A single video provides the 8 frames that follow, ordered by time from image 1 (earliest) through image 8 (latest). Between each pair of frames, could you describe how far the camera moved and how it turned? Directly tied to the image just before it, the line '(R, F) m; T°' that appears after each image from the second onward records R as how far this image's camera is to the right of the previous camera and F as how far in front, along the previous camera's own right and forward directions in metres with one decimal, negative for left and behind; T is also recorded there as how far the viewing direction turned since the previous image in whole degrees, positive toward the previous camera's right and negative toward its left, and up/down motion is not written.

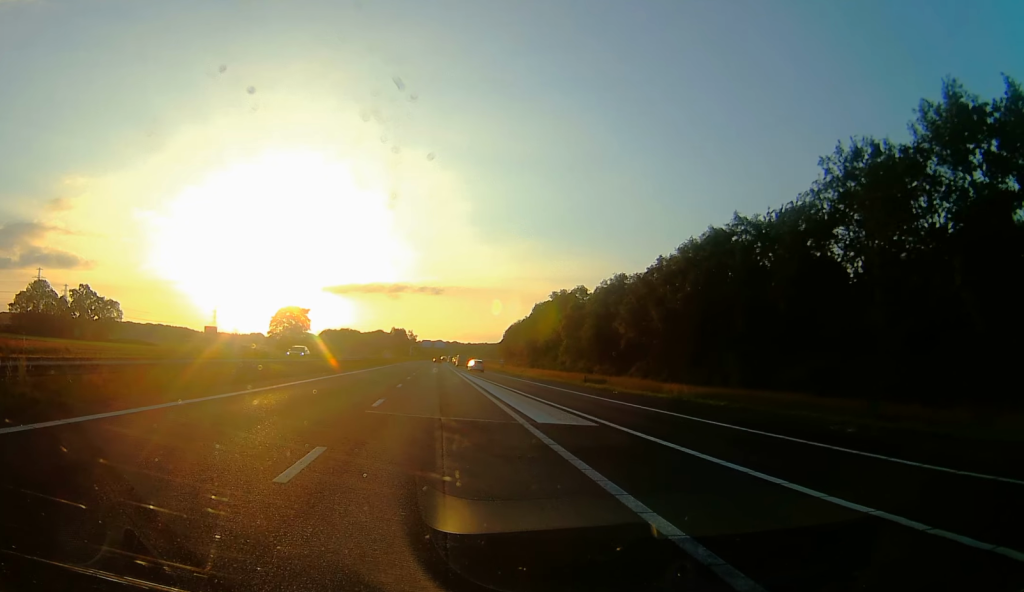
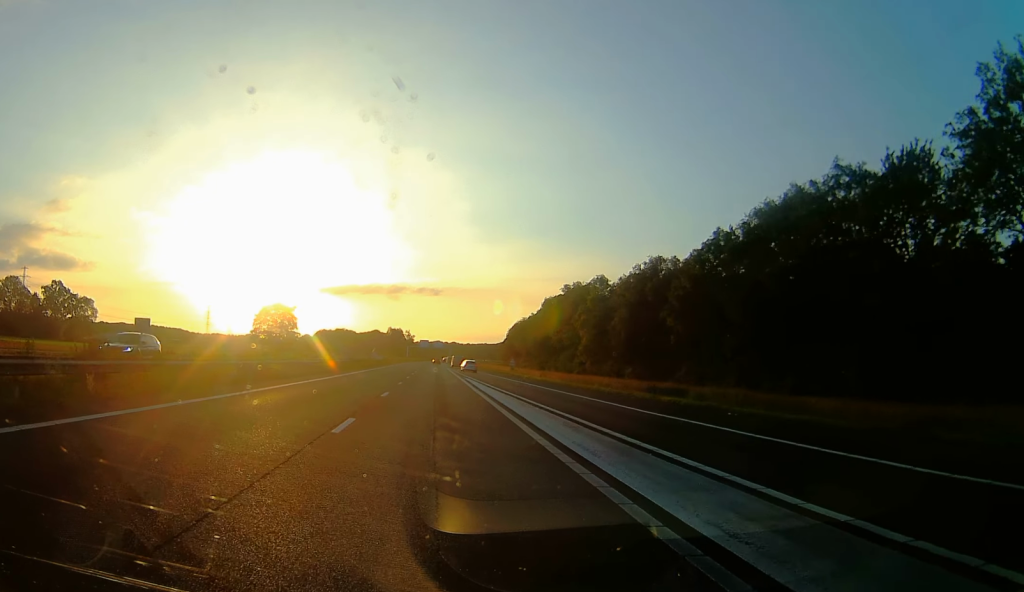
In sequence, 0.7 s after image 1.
(+0.1, +18.8) m; 0°
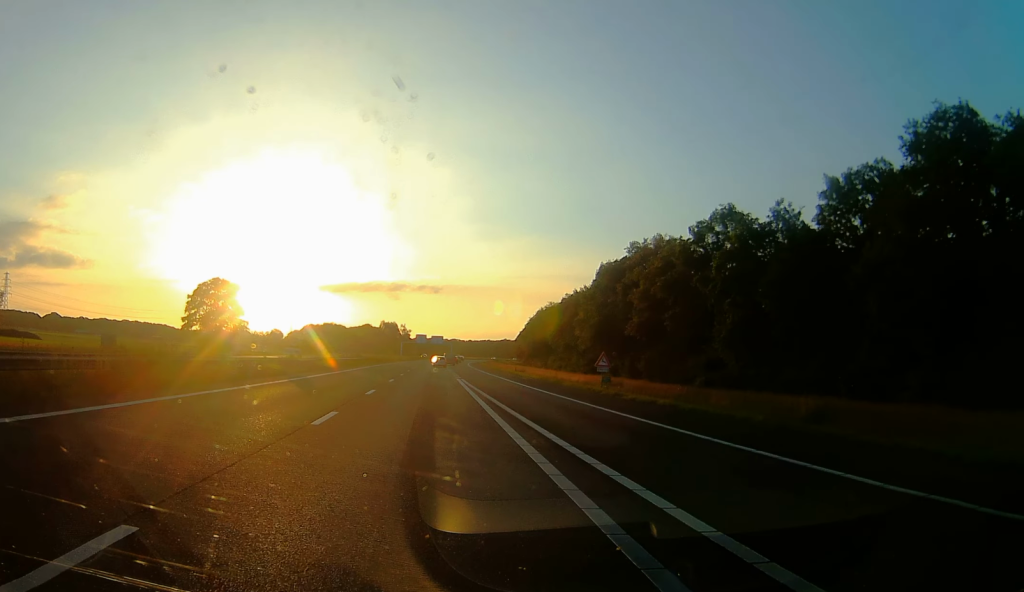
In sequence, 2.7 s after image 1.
(-1.7, +56.3) m; -1°
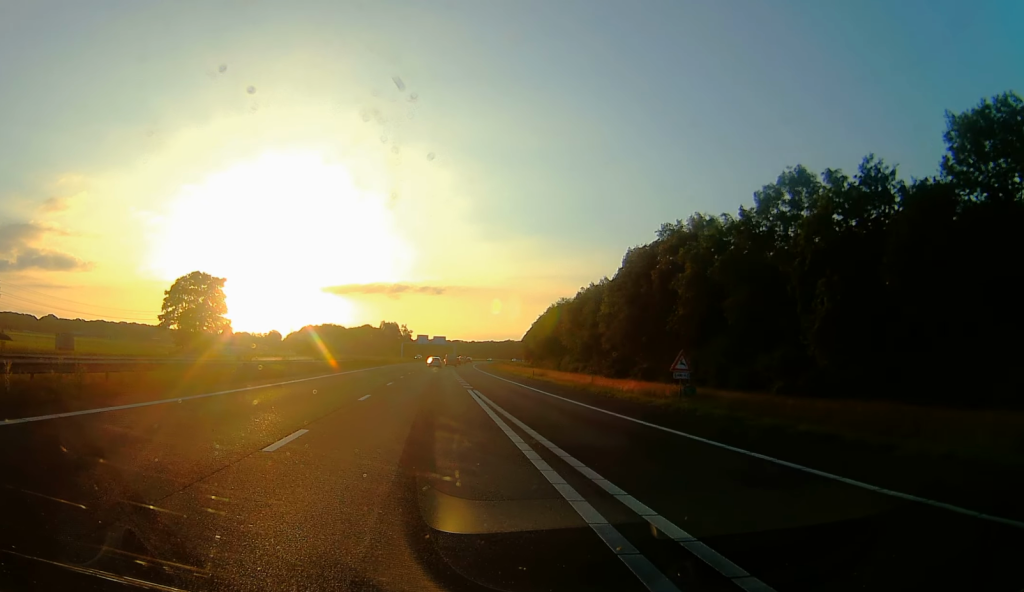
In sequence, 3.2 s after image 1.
(+0.3, +14.4) m; 0°
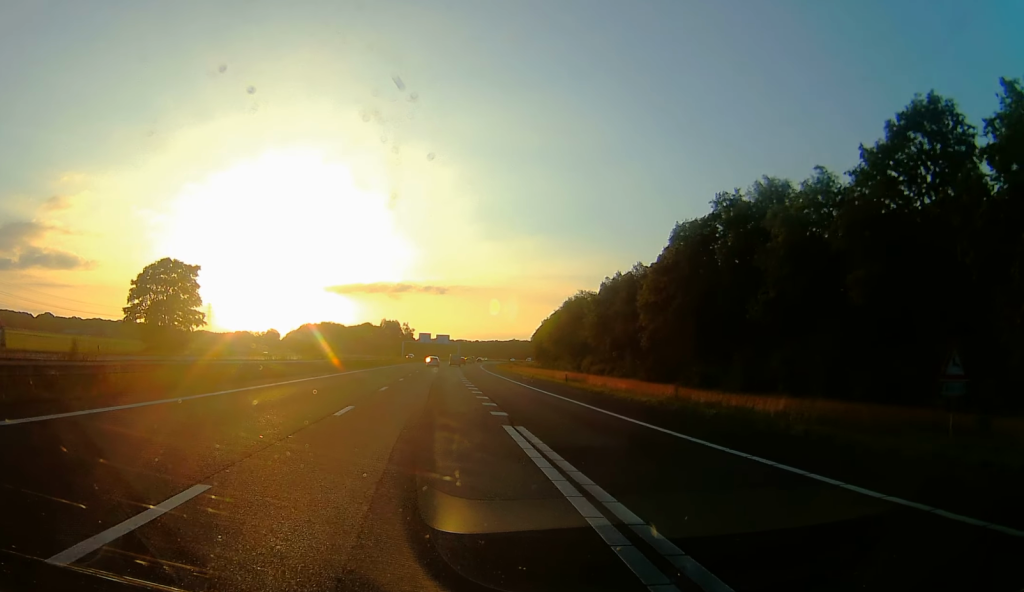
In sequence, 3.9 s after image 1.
(+1.1, +17.7) m; 0°
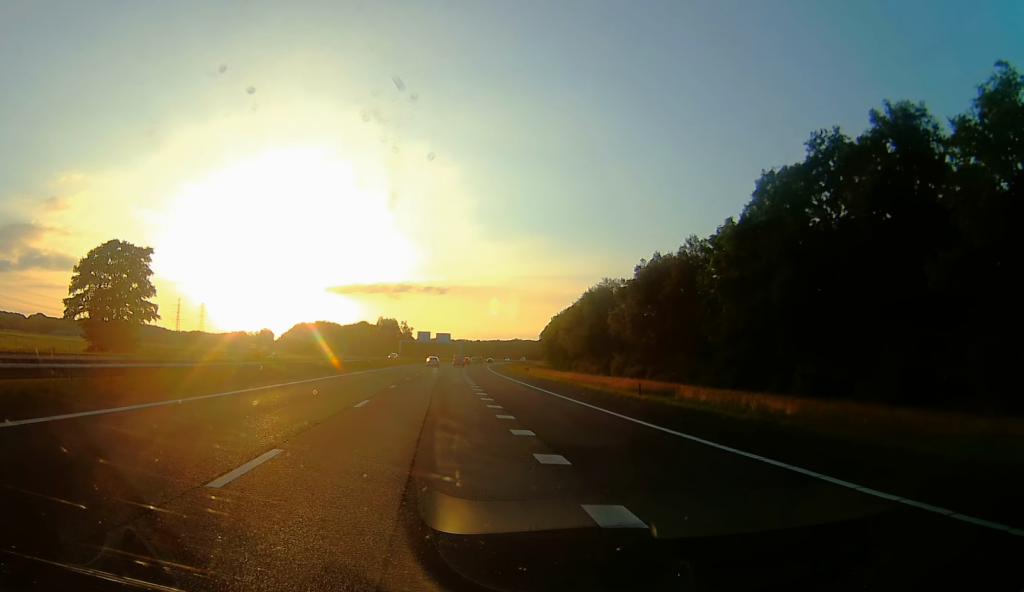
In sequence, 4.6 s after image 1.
(-1.1, +20.9) m; -2°
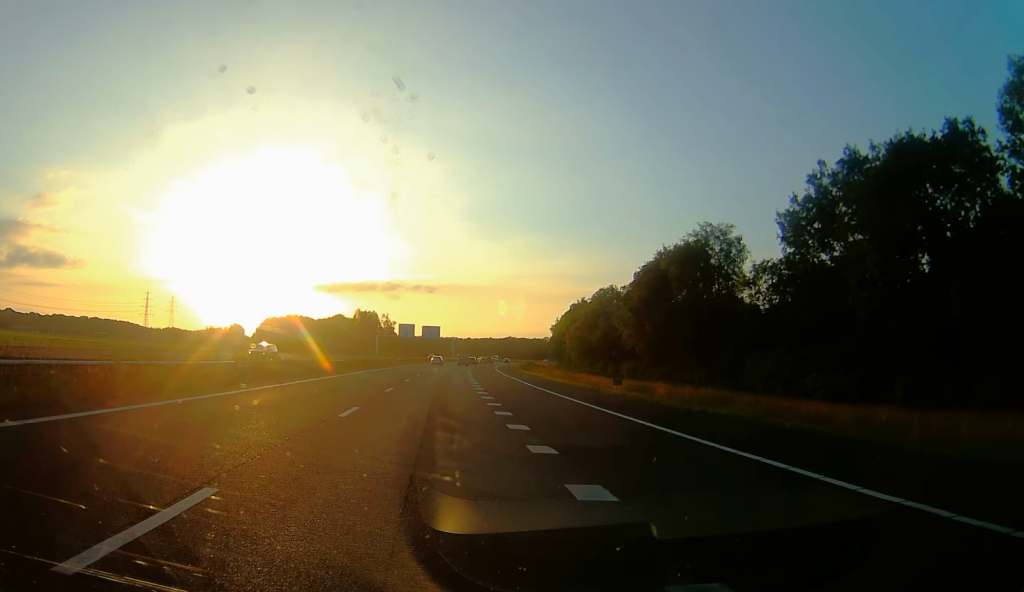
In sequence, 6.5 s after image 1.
(+1.5, +50.5) m; +3°
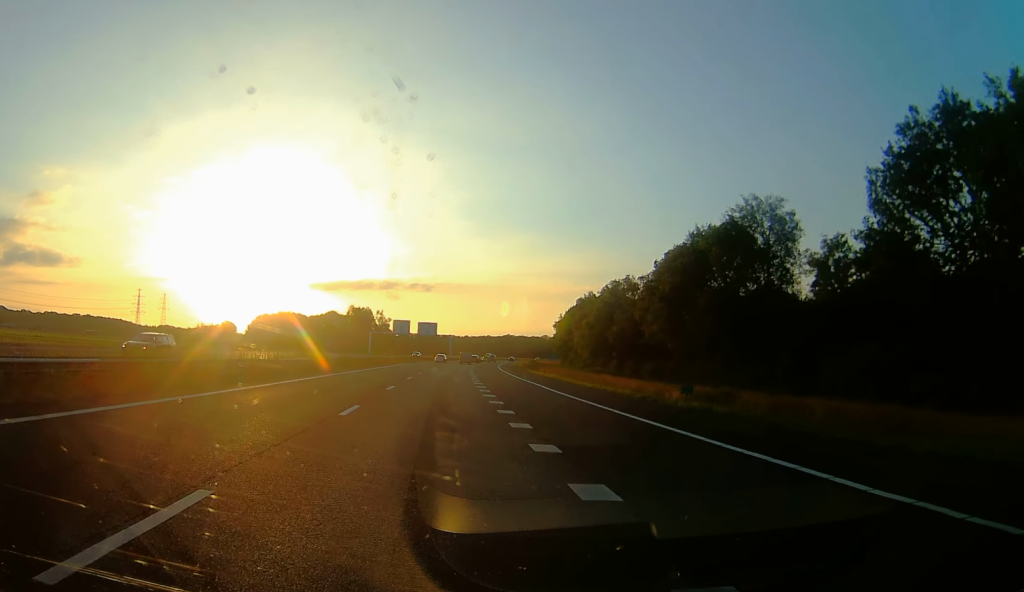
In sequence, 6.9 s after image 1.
(+0.4, +12.1) m; 0°
